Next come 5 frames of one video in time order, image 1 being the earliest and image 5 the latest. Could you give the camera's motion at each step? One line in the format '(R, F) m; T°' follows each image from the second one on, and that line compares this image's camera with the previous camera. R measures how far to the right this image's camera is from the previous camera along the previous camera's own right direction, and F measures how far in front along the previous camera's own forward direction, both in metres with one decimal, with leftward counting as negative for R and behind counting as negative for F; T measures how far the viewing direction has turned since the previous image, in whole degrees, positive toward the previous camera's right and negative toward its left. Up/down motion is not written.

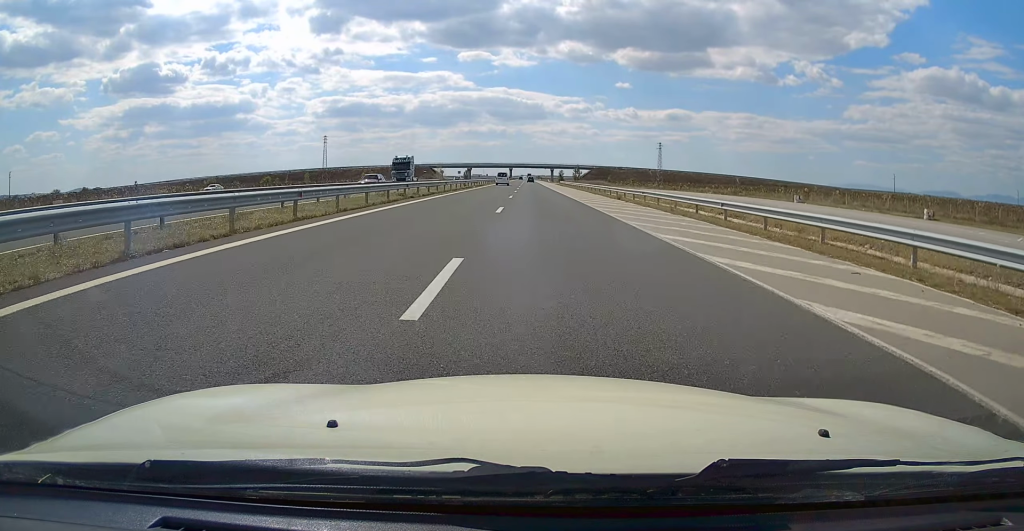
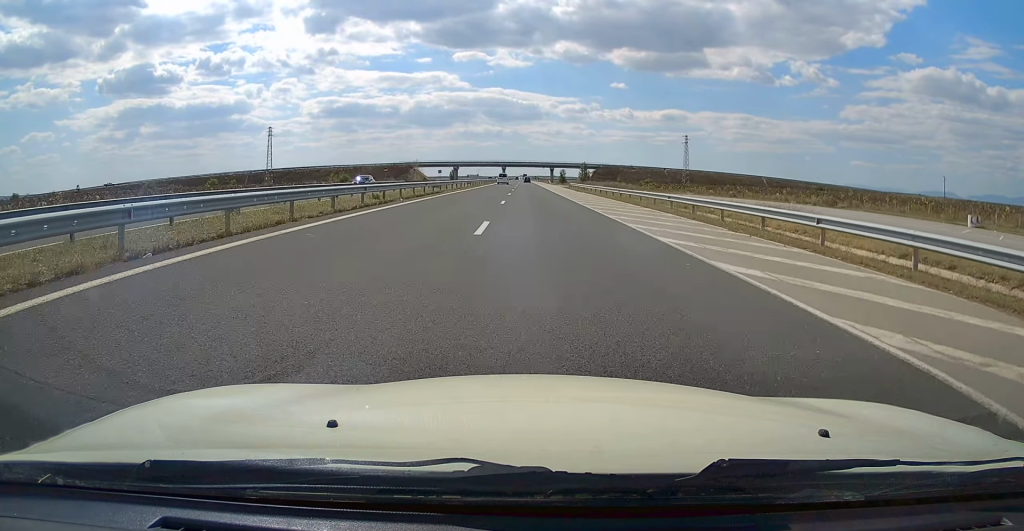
(+0.1, +40.1) m; +1°
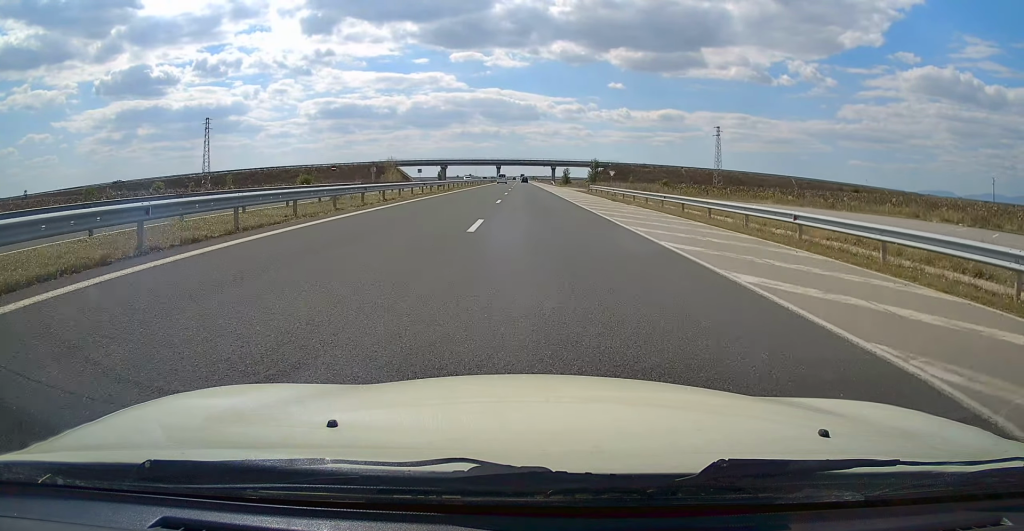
(+0.2, +31.1) m; 0°
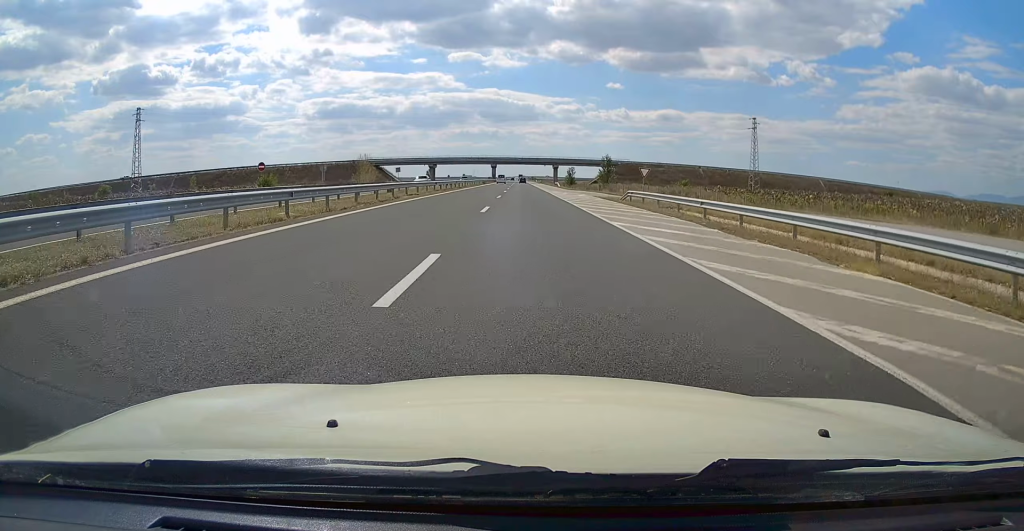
(-0.3, +24.0) m; 0°
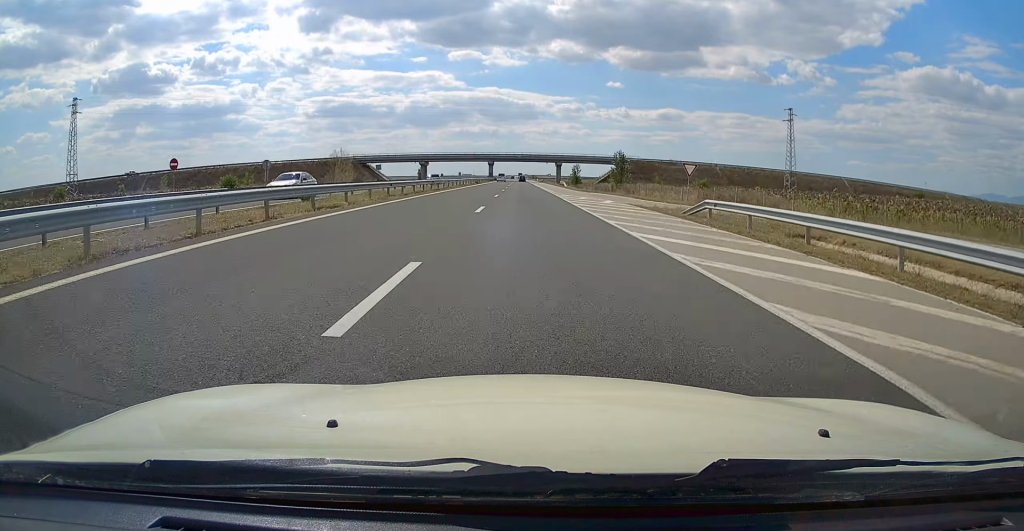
(0.0, +16.9) m; +1°
